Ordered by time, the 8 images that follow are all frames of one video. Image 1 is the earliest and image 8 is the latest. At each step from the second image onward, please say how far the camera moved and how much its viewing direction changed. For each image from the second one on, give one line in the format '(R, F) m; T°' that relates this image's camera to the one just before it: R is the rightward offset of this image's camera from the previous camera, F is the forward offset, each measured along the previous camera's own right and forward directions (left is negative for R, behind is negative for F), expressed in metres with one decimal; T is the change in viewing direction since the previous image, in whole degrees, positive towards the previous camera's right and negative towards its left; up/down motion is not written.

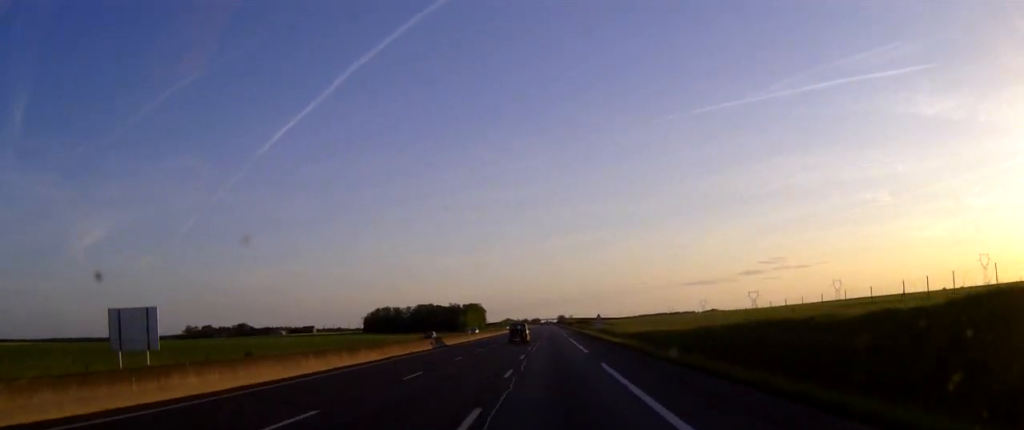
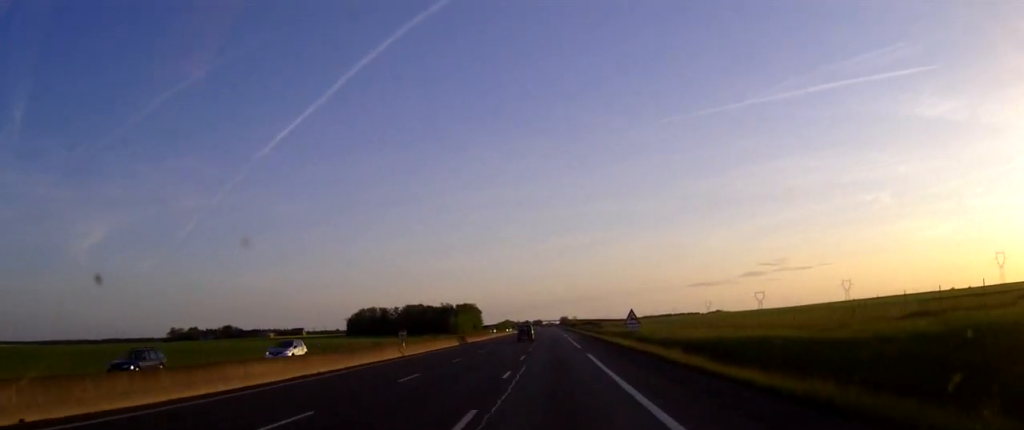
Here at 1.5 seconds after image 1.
(0.0, +39.8) m; 0°
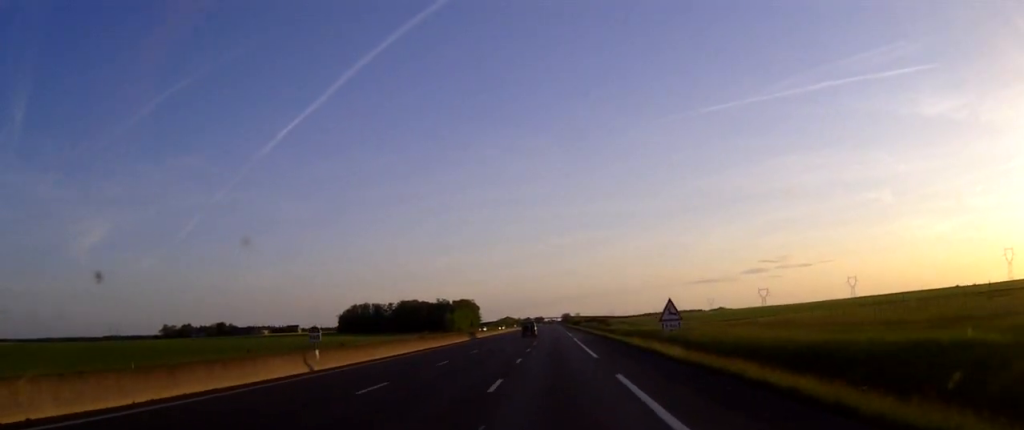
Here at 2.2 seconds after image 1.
(0.0, +19.0) m; 0°
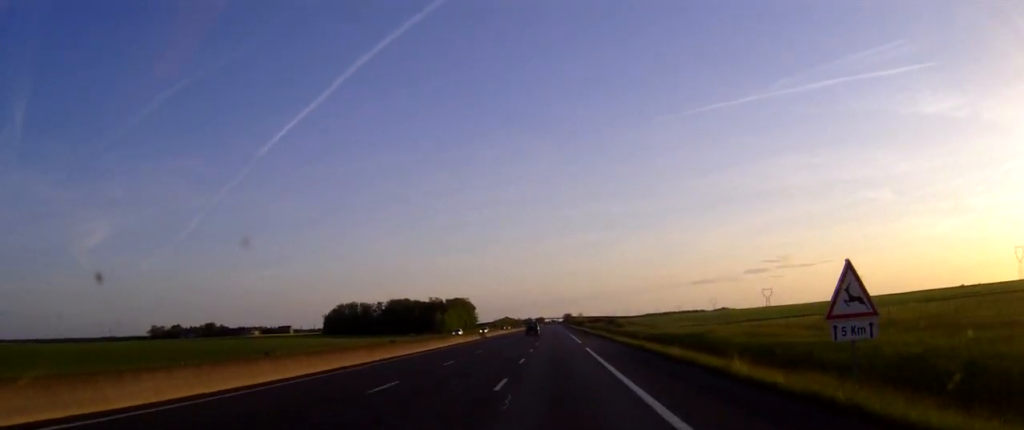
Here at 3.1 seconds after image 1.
(0.0, +25.3) m; 0°
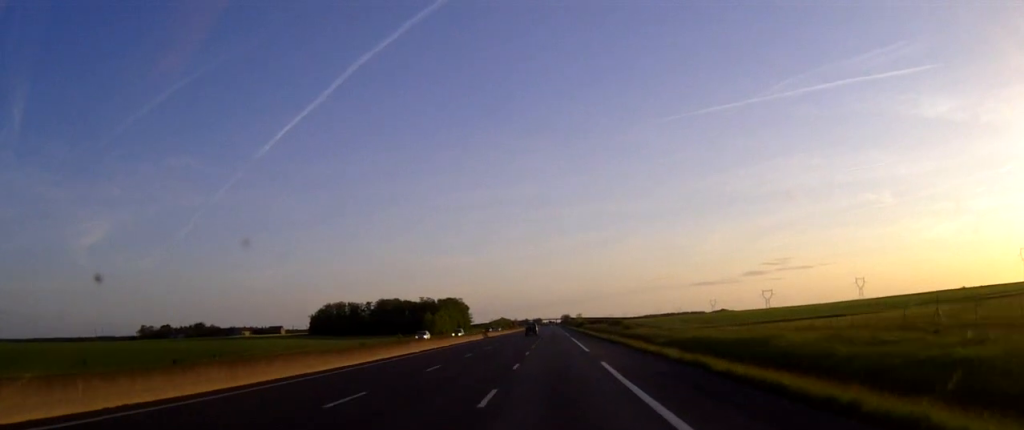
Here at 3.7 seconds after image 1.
(0.0, +17.2) m; 0°
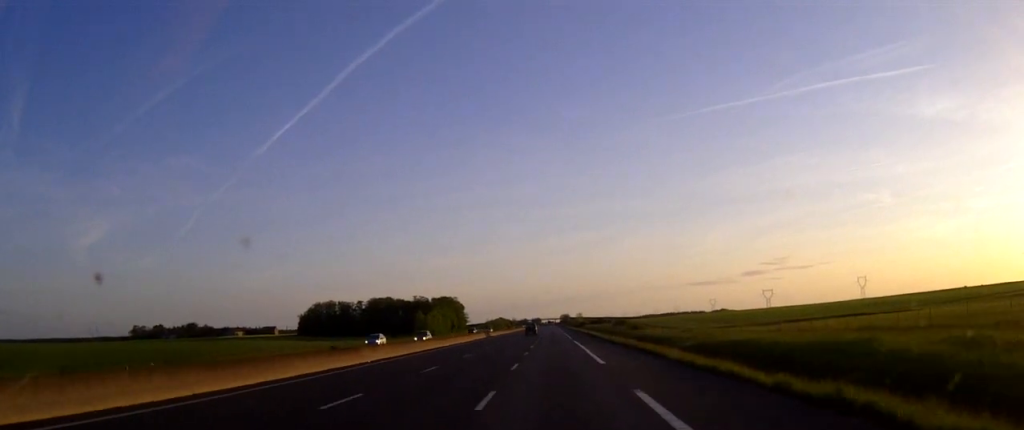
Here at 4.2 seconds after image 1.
(0.0, +13.6) m; 0°
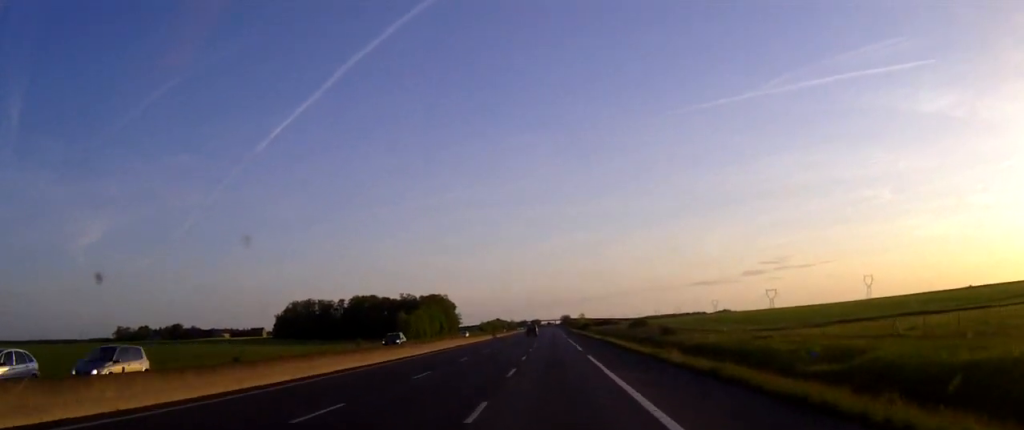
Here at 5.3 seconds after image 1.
(0.0, +28.0) m; 0°
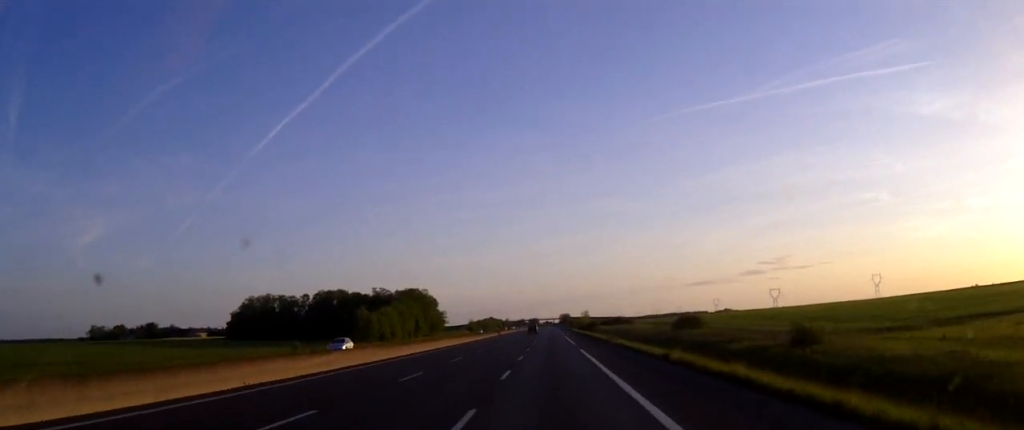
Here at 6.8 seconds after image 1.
(0.0, +41.7) m; 0°
